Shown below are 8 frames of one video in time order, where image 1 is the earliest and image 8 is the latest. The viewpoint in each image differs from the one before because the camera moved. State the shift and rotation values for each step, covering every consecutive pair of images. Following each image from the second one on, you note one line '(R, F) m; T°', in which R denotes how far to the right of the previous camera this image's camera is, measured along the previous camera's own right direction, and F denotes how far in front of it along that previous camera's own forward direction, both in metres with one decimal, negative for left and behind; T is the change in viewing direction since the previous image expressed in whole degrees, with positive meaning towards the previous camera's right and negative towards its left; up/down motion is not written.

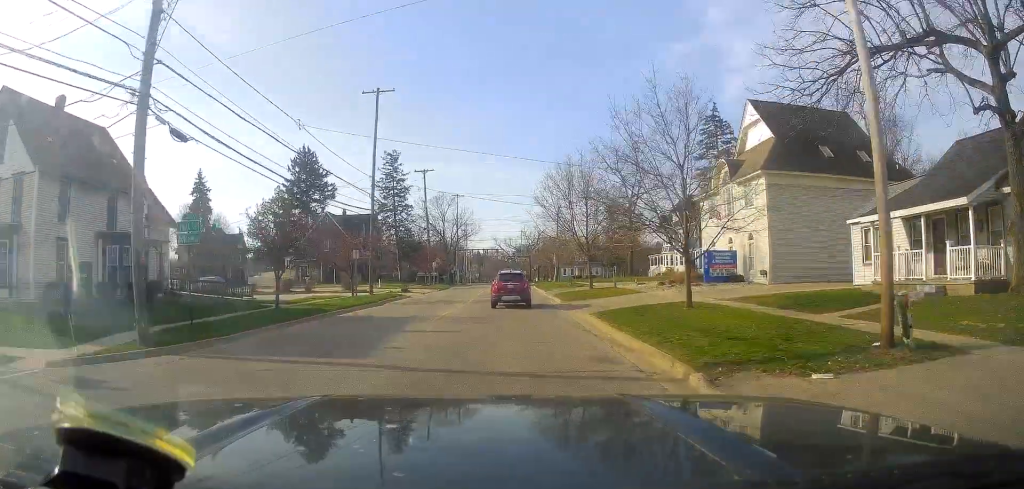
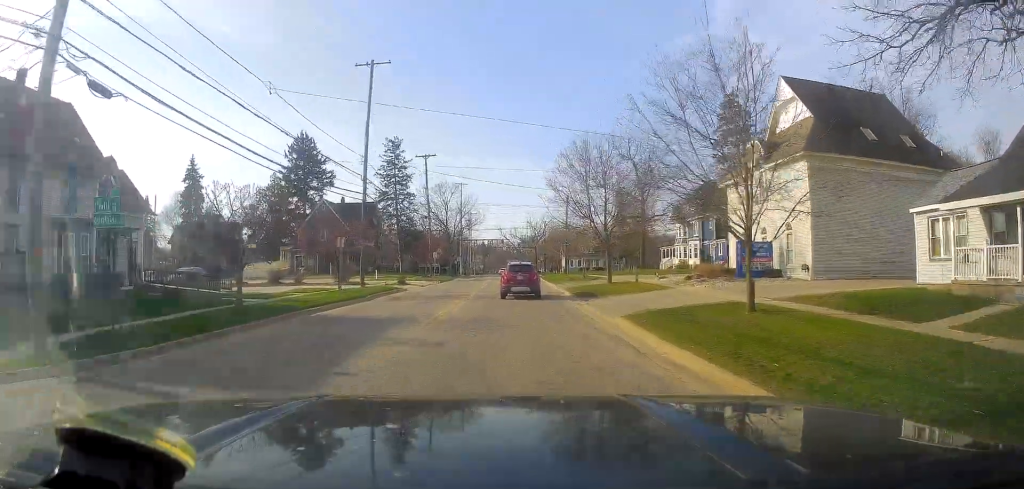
(-0.1, +4.0) m; 0°
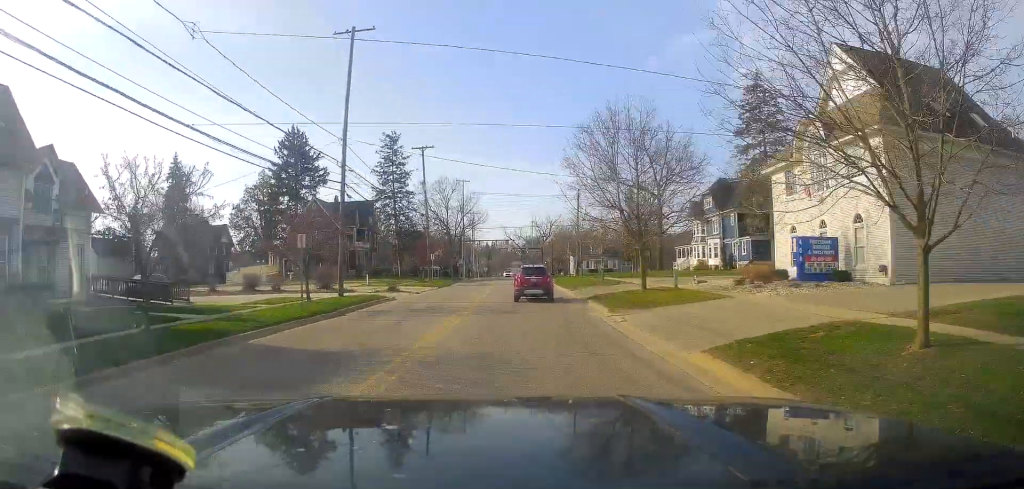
(+0.4, +6.2) m; +1°
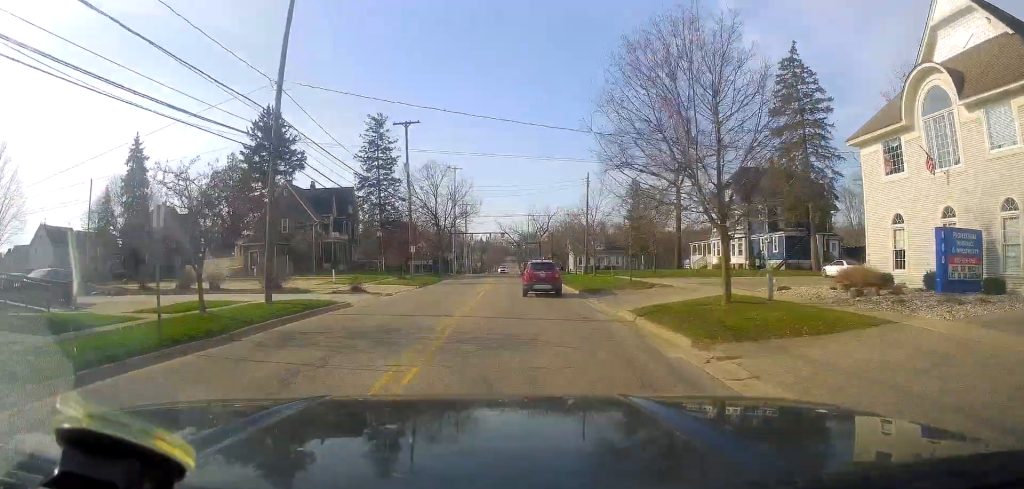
(-0.1, +9.4) m; 0°
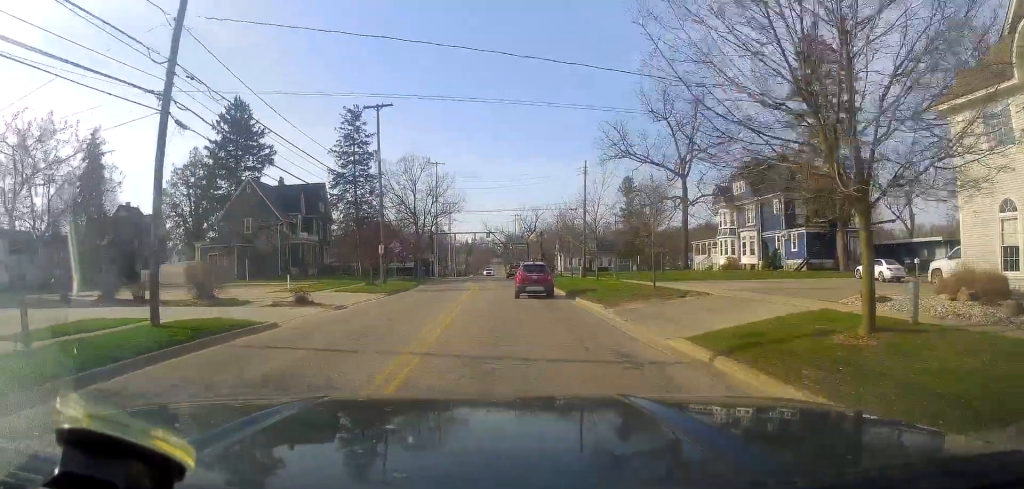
(0.0, +6.8) m; +1°
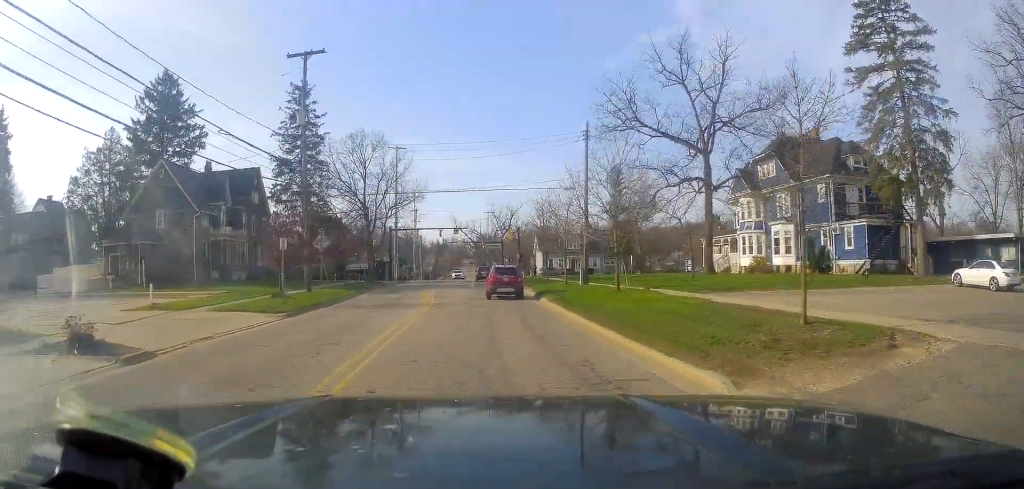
(+0.3, +12.8) m; +2°
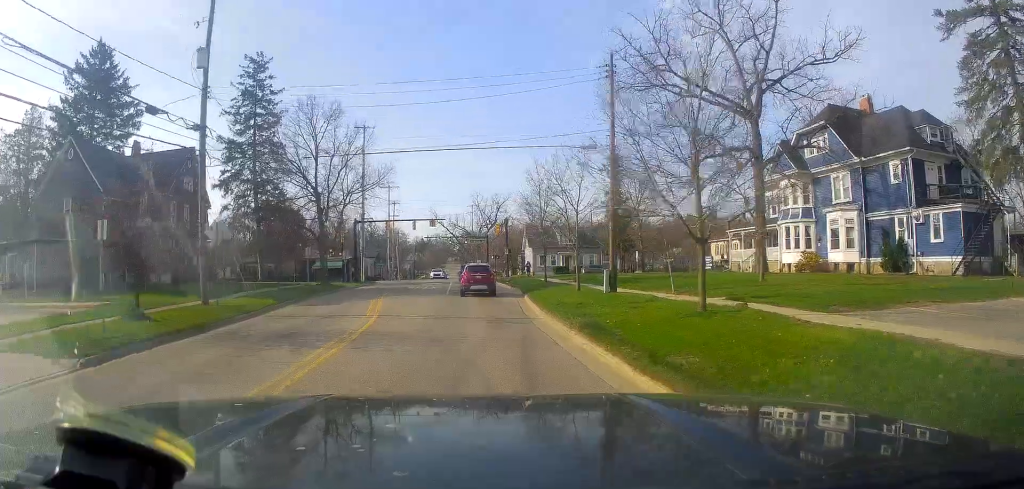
(0.0, +10.9) m; 0°
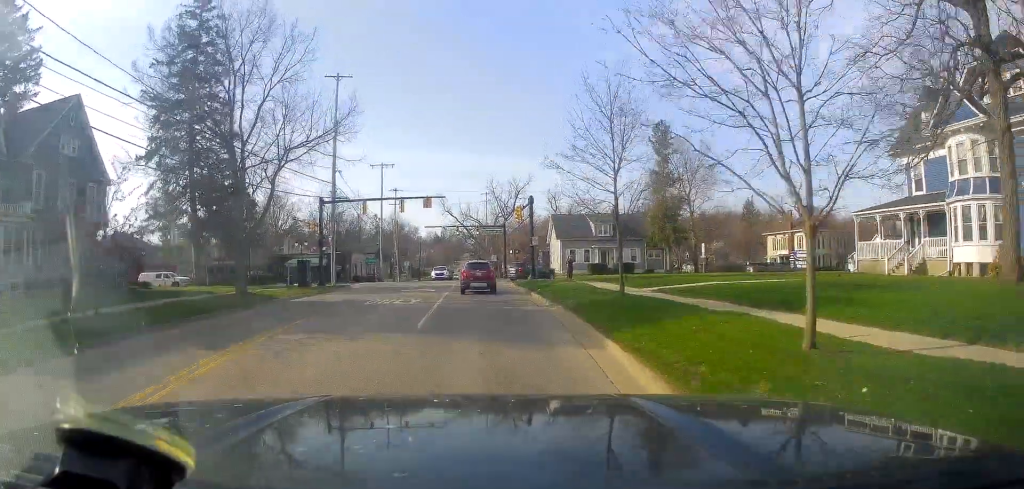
(0.0, +17.4) m; 0°
